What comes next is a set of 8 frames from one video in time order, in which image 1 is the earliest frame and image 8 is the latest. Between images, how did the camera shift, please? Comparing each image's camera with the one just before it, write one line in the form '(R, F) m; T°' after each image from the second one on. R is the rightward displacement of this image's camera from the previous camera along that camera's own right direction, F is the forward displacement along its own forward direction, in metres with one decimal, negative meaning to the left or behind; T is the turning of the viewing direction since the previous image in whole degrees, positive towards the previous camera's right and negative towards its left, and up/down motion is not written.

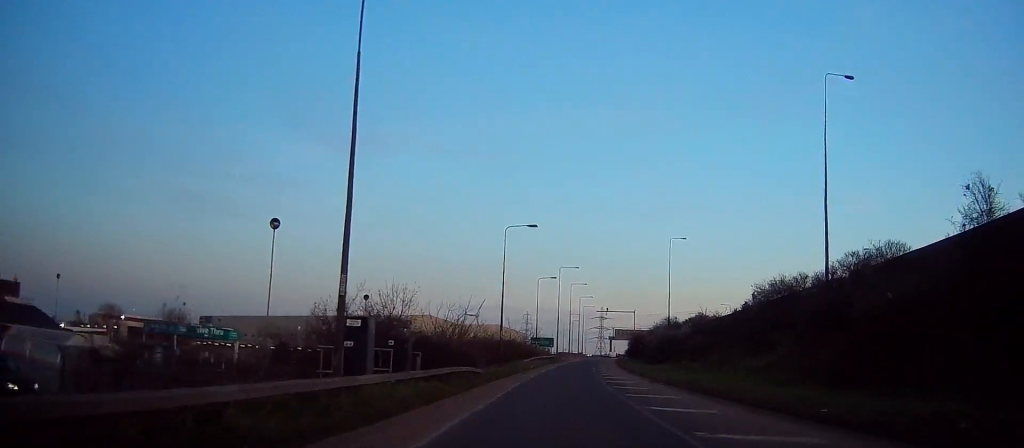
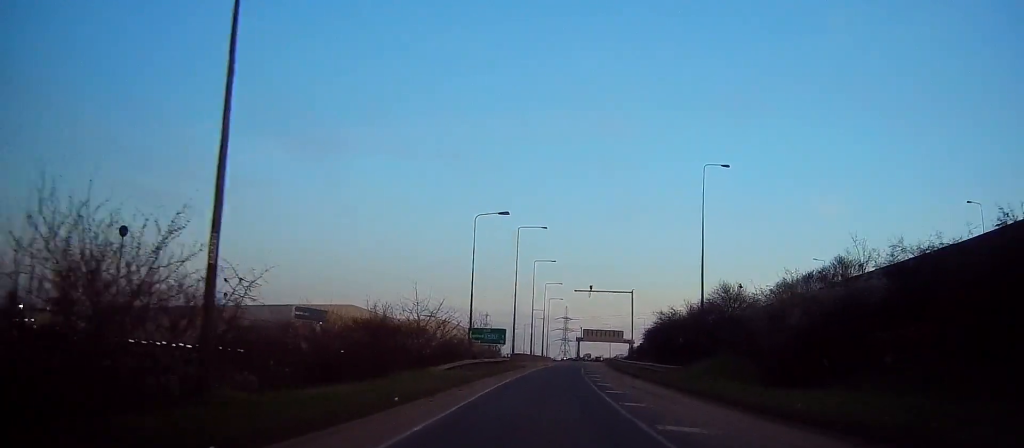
(+0.8, +37.5) m; +2°
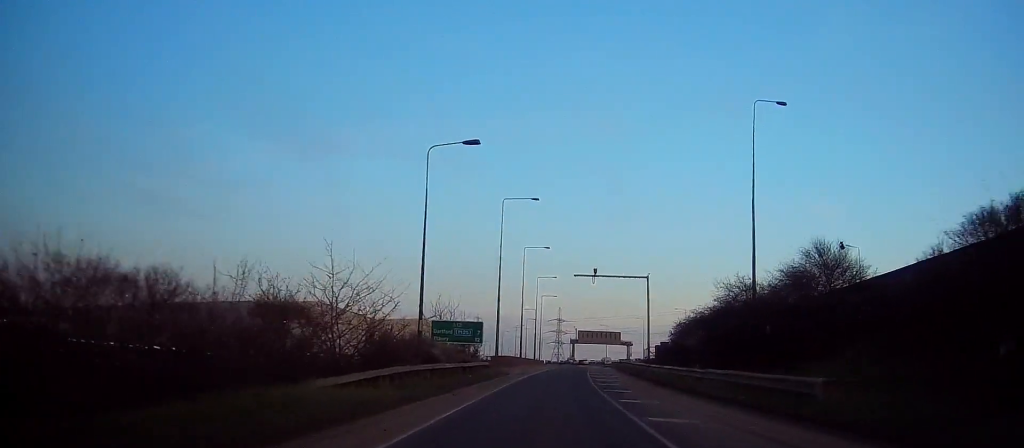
(0.0, +15.1) m; +2°
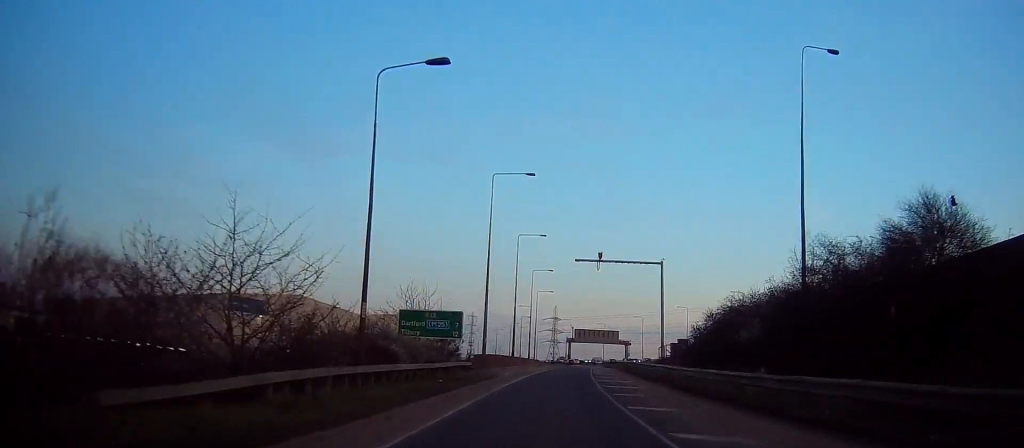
(+0.2, +8.3) m; 0°
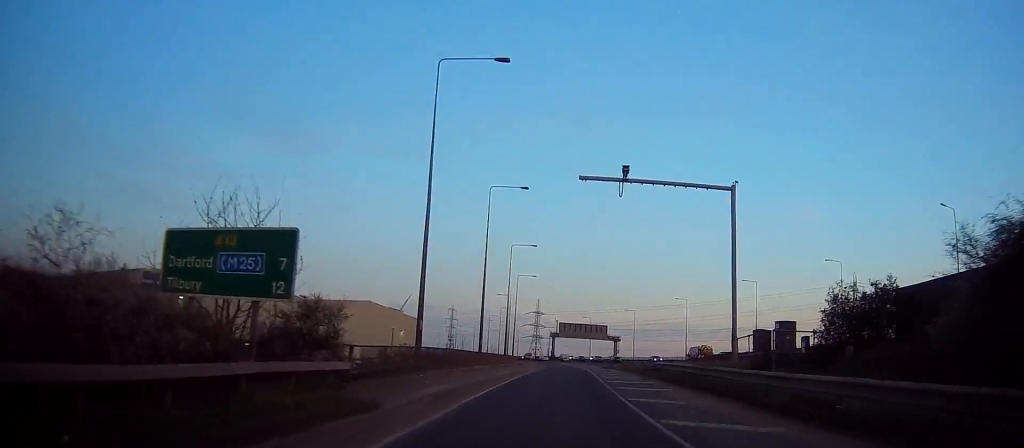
(+0.1, +20.5) m; +2°
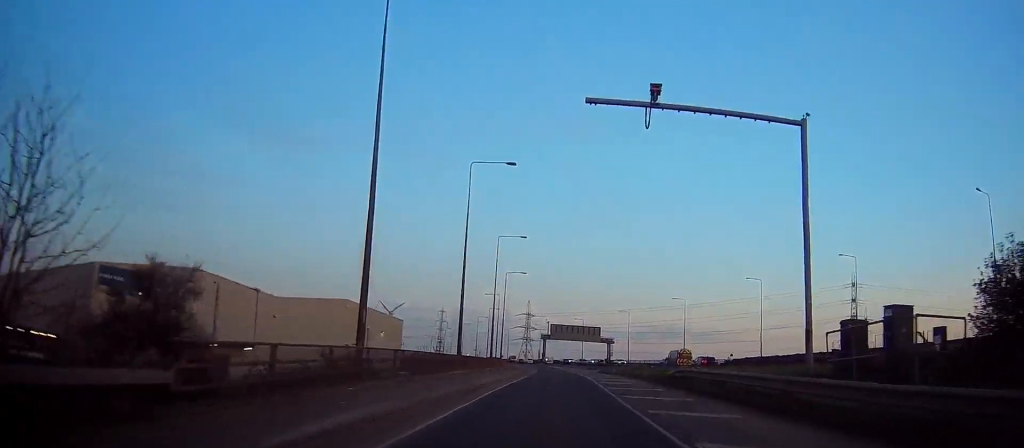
(-0.2, +8.3) m; +1°
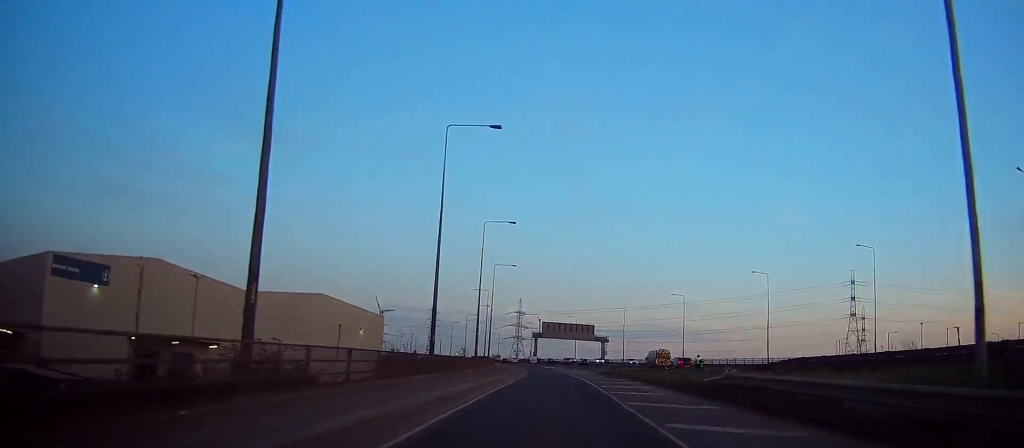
(+0.4, +8.1) m; 0°
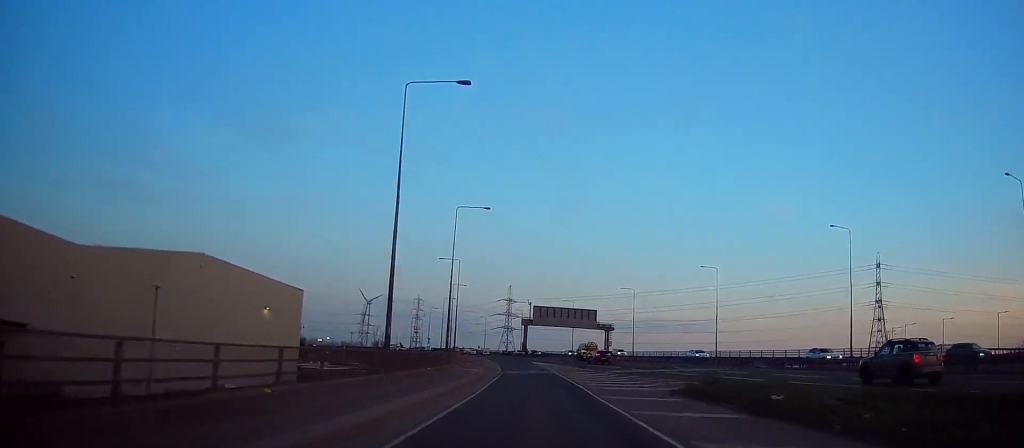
(+0.3, +35.7) m; 0°
